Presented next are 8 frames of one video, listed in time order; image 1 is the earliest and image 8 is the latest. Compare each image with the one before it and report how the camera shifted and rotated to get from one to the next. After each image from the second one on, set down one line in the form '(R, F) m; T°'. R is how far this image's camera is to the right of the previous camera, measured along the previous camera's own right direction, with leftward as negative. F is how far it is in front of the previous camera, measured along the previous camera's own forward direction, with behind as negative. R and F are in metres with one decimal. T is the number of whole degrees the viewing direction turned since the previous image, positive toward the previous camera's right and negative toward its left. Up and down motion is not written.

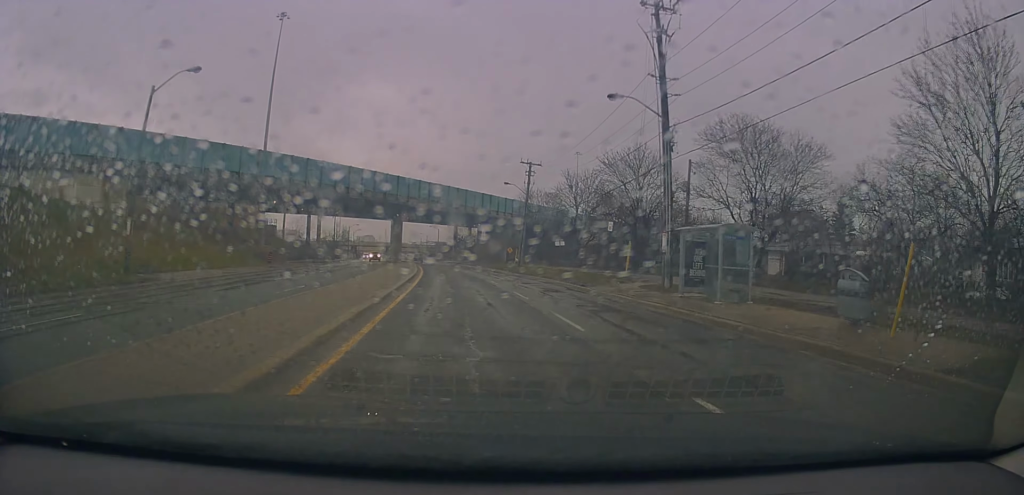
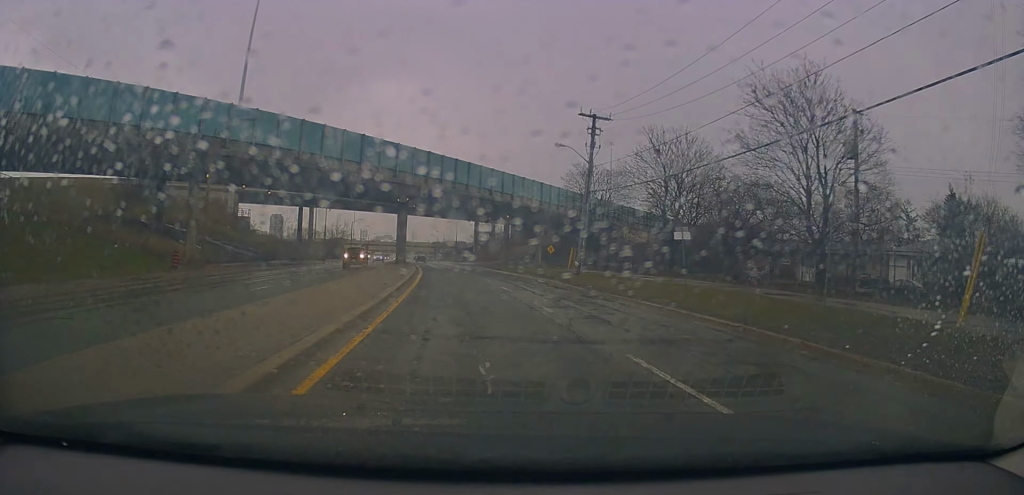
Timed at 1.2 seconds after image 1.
(-0.2, +21.1) m; -2°
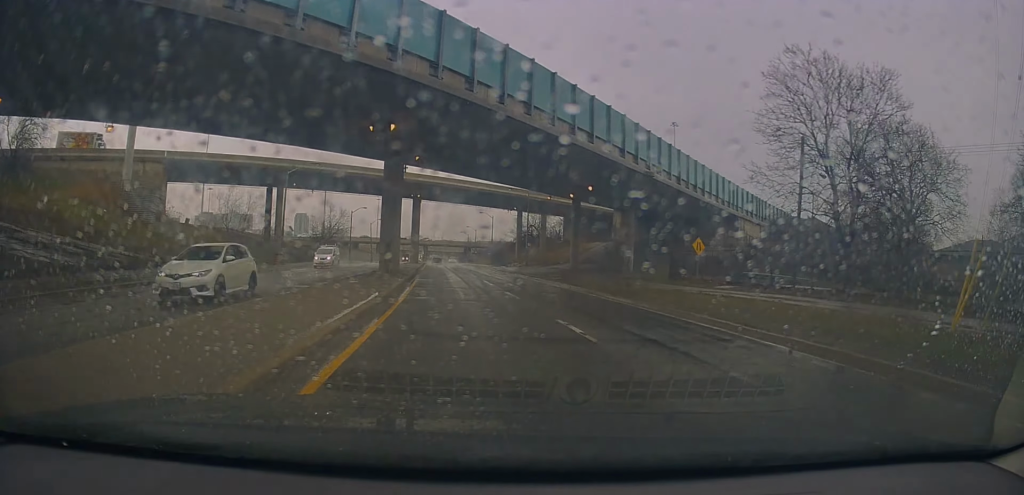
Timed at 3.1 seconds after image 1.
(-0.9, +33.1) m; -2°
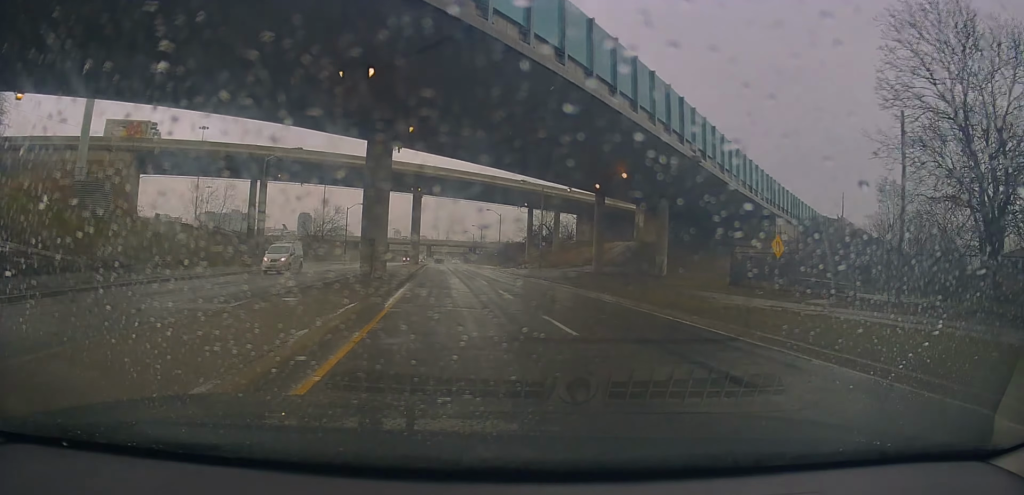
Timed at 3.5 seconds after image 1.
(0.0, +7.2) m; 0°
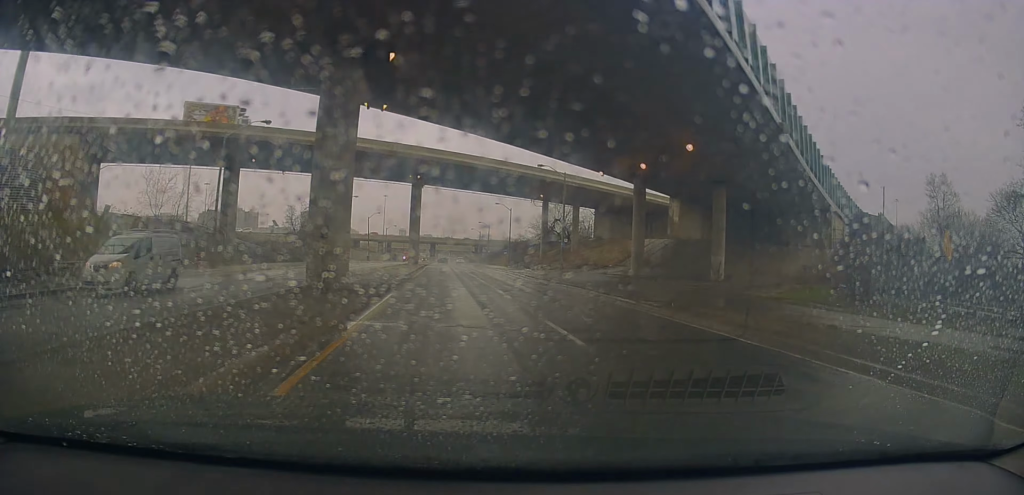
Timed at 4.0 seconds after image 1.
(+0.1, +9.0) m; -1°
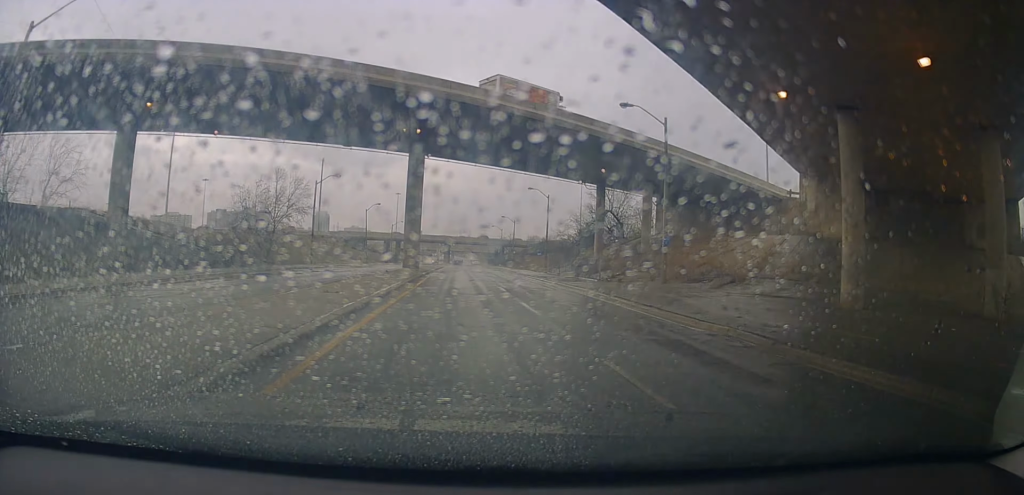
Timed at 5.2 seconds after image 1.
(-0.5, +21.3) m; -2°
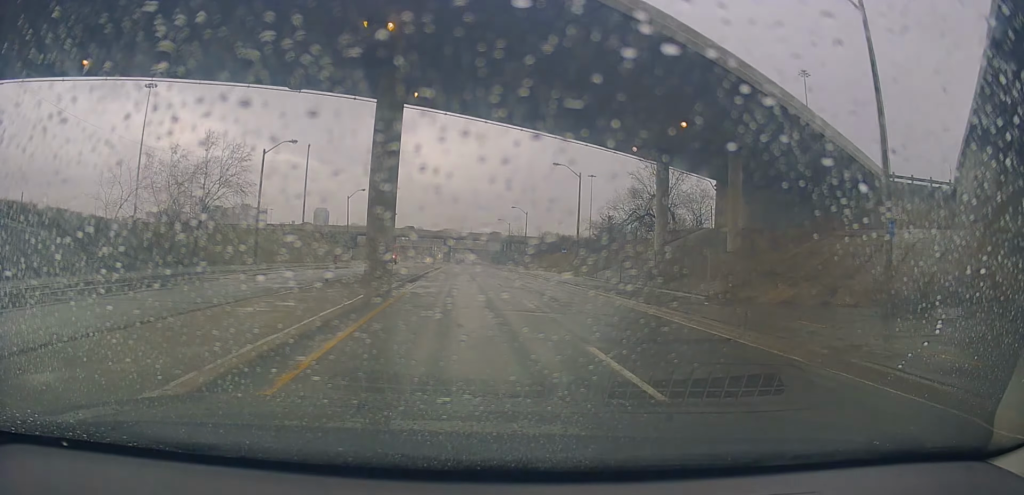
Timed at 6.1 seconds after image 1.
(-0.1, +18.5) m; -1°
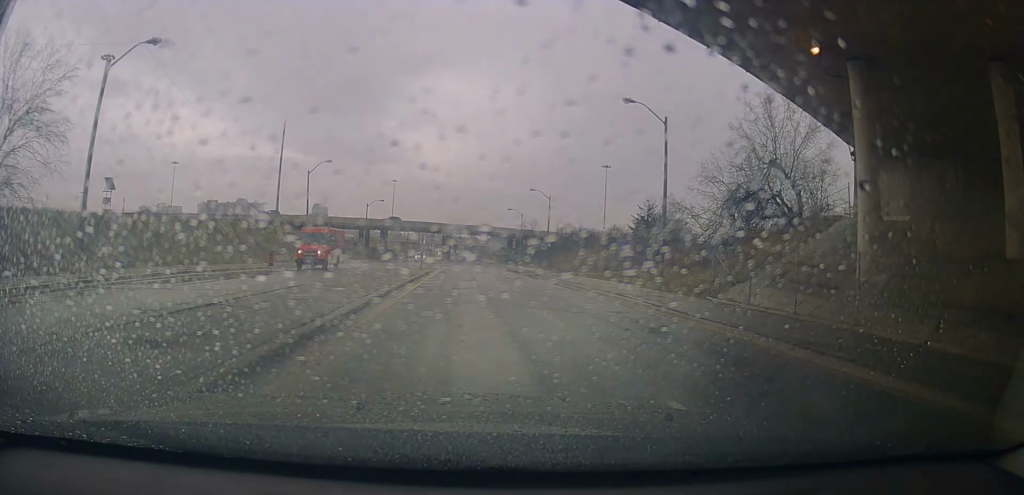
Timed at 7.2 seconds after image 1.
(-0.3, +22.7) m; 0°
